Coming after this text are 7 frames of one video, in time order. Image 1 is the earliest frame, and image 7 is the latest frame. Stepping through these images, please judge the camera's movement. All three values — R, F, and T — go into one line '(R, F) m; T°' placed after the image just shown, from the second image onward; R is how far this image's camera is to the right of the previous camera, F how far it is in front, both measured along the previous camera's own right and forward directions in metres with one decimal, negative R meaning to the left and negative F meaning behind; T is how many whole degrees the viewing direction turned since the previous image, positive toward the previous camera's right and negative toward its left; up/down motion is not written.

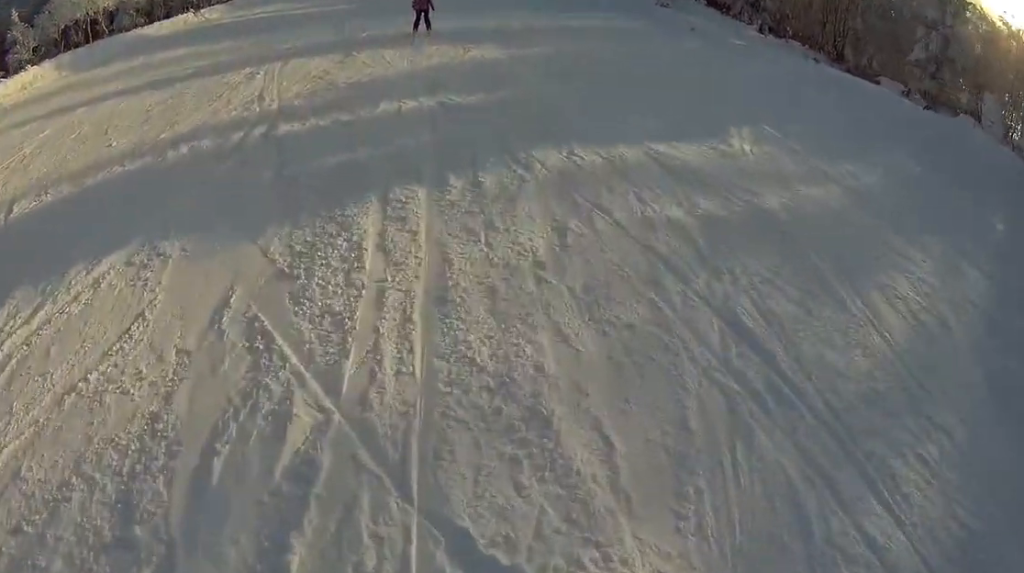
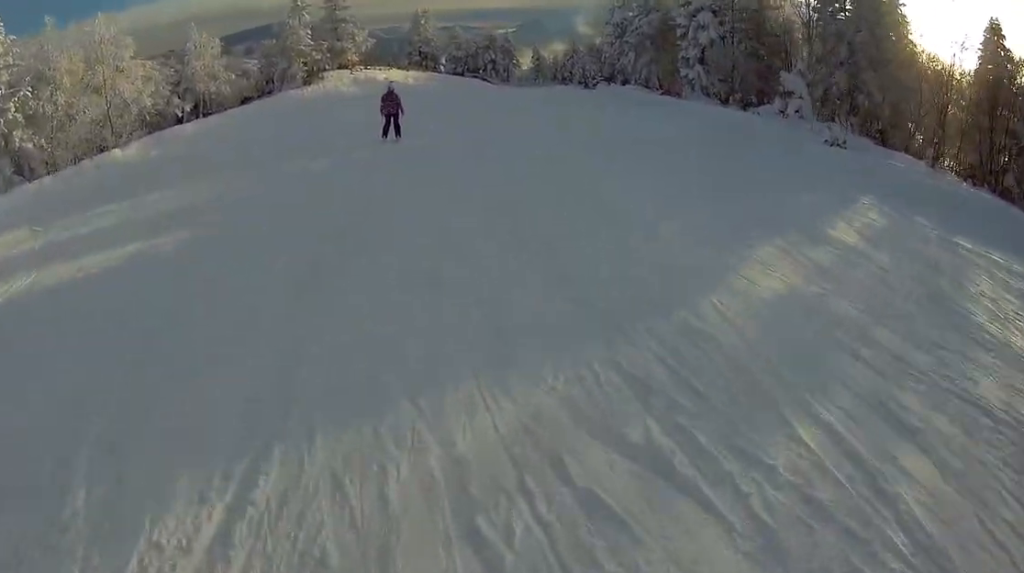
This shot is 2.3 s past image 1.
(-0.2, +20.9) m; +6°
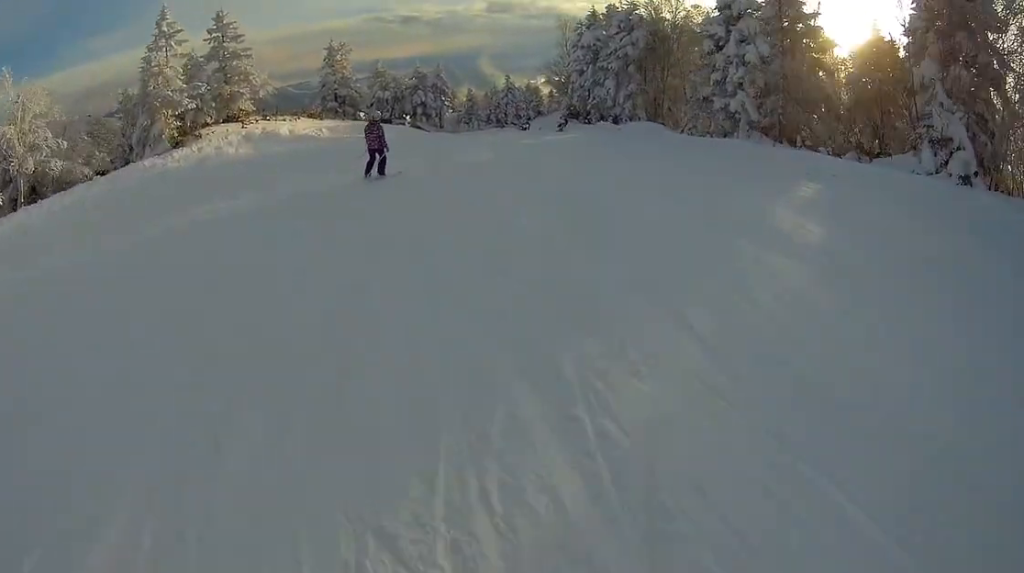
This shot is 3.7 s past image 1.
(+1.0, +12.8) m; +12°
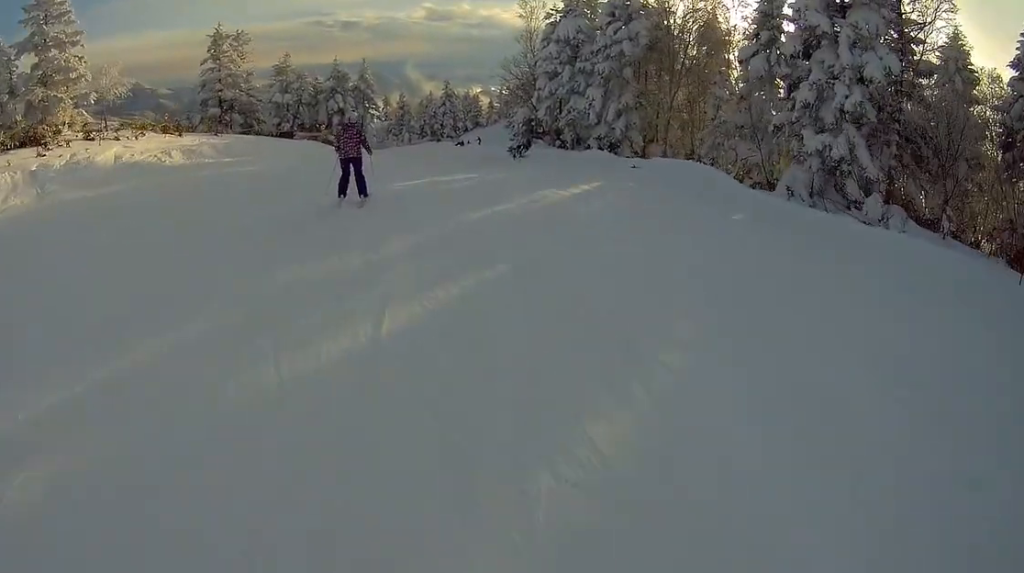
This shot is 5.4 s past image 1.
(+1.5, +12.8) m; +9°
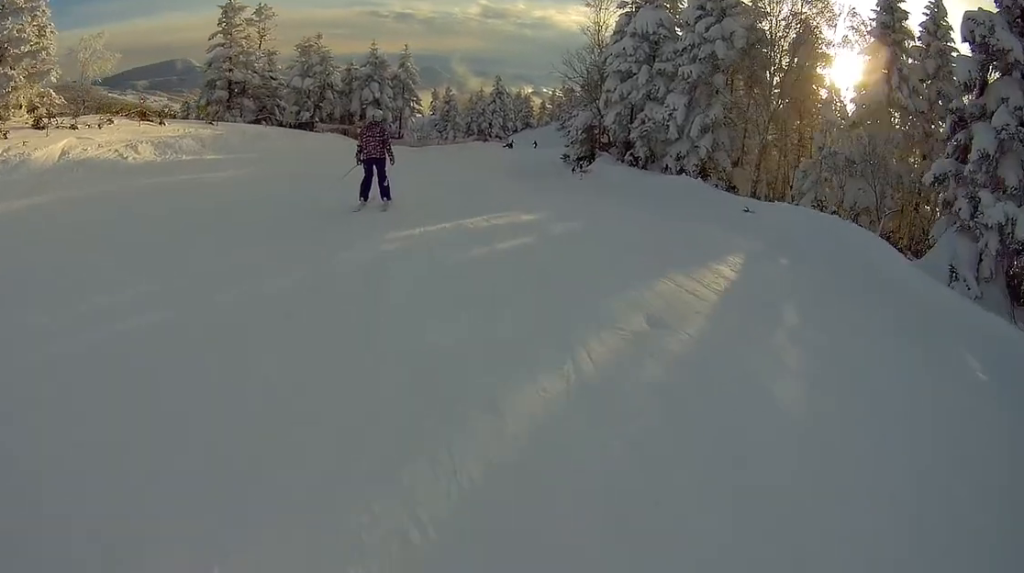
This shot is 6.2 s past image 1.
(0.0, +5.9) m; 0°
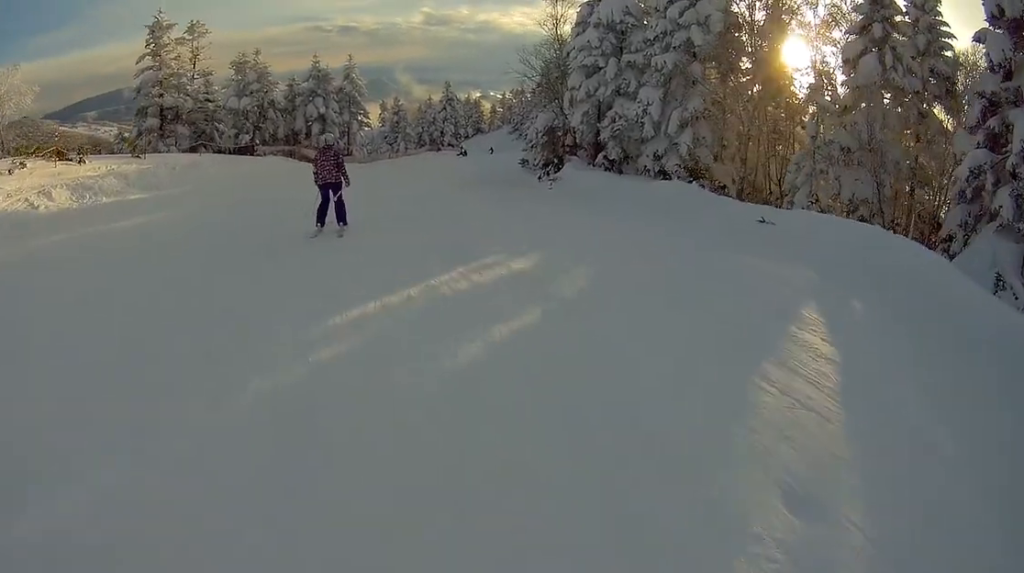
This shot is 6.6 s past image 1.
(0.0, +2.6) m; -4°
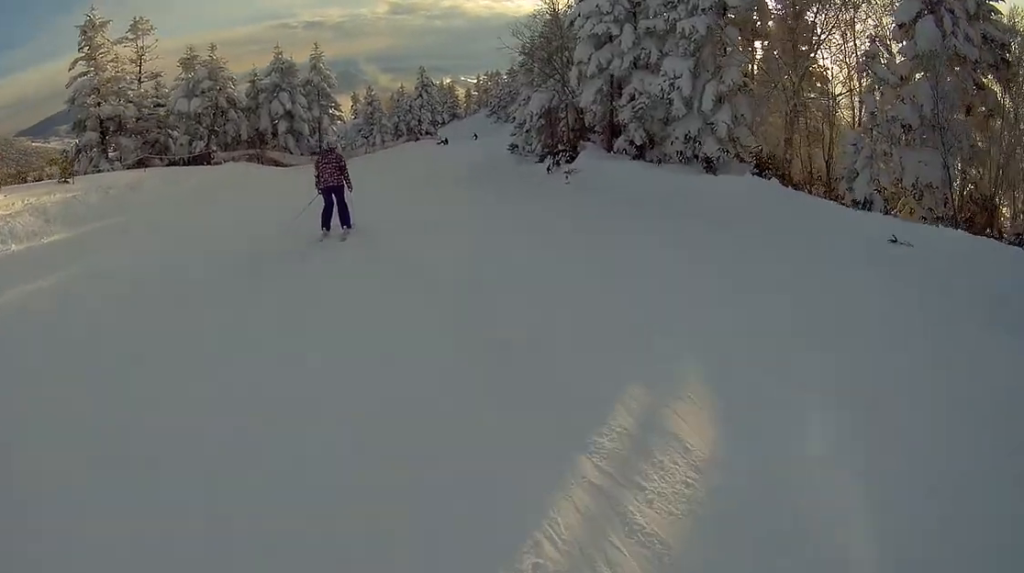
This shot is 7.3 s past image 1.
(+0.1, +4.3) m; -6°
